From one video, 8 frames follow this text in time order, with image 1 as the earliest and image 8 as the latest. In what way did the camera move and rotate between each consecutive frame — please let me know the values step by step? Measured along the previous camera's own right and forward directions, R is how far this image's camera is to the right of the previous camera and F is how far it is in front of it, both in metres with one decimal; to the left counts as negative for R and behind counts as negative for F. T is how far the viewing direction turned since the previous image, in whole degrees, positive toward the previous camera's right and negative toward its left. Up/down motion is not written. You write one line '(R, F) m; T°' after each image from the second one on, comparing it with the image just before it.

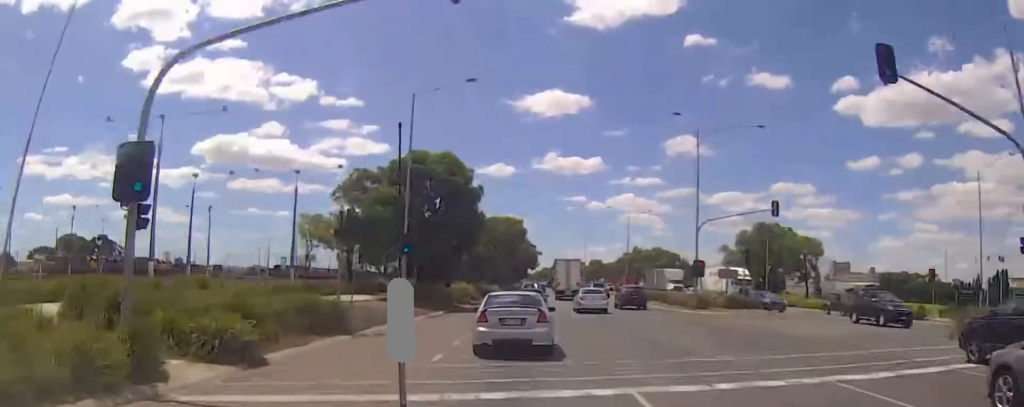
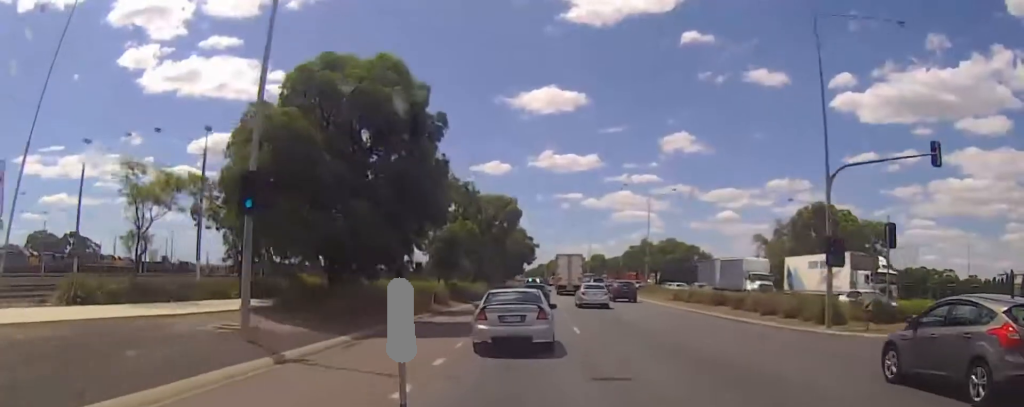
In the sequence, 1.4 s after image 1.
(+1.5, +21.3) m; +4°
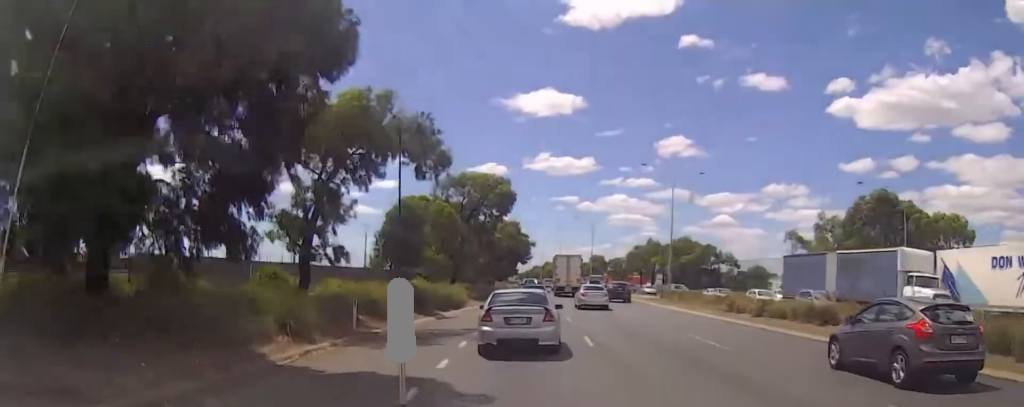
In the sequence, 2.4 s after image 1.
(-0.3, +15.5) m; -3°
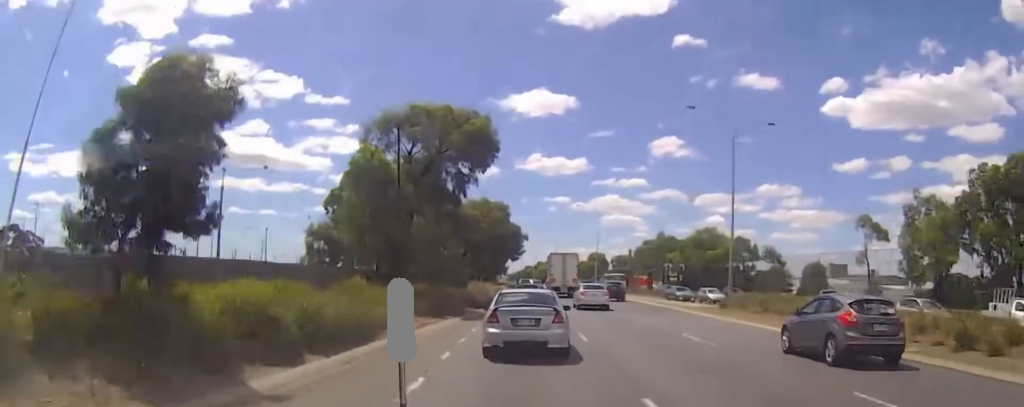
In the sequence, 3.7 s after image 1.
(-0.7, +21.6) m; +1°
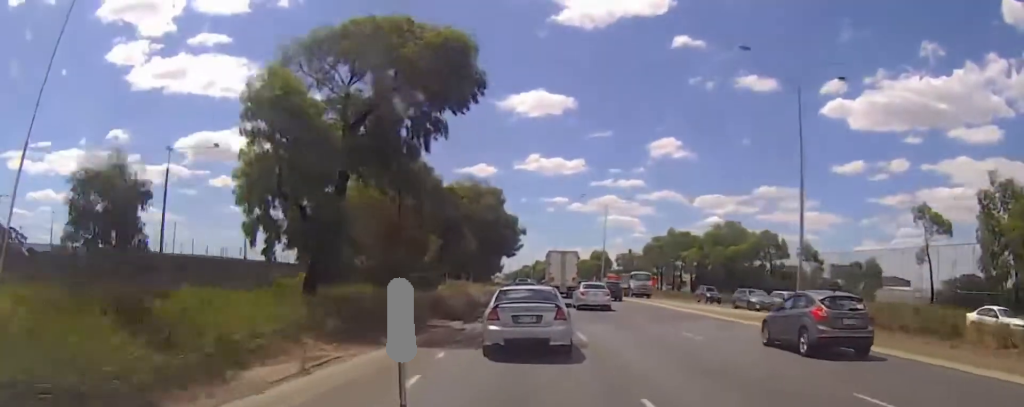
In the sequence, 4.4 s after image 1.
(+0.8, +11.8) m; 0°
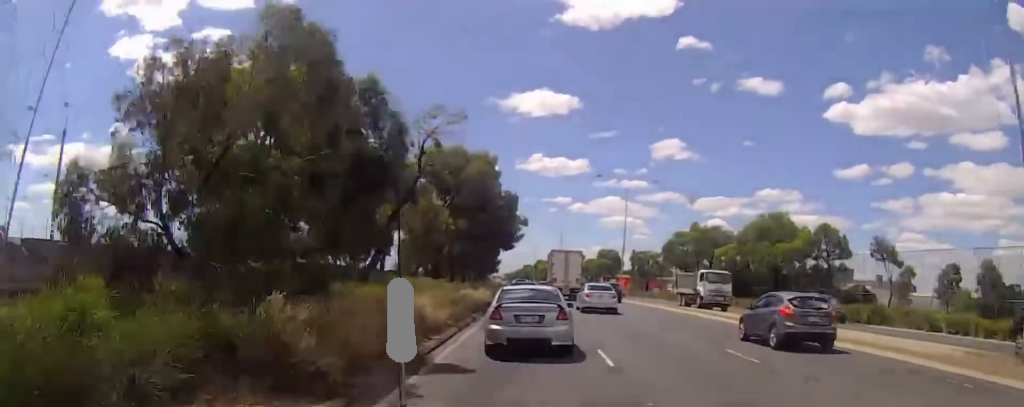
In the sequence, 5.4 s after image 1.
(-0.6, +17.0) m; 0°
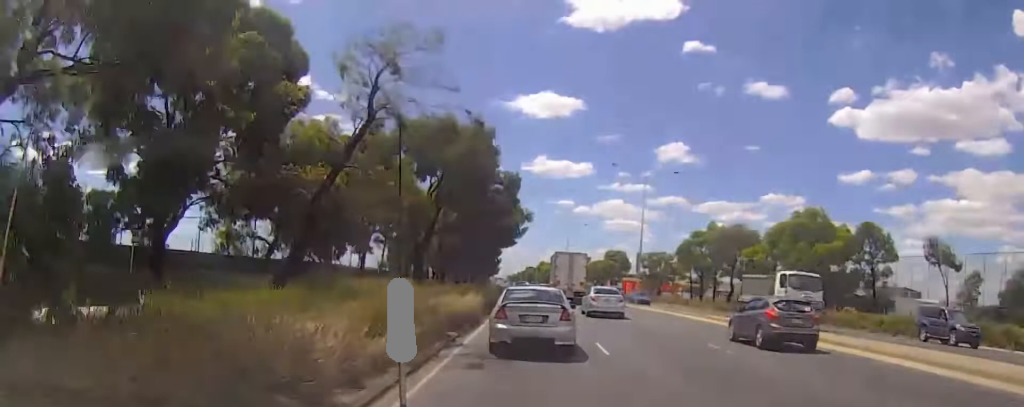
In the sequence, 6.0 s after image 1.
(+0.1, +9.1) m; 0°
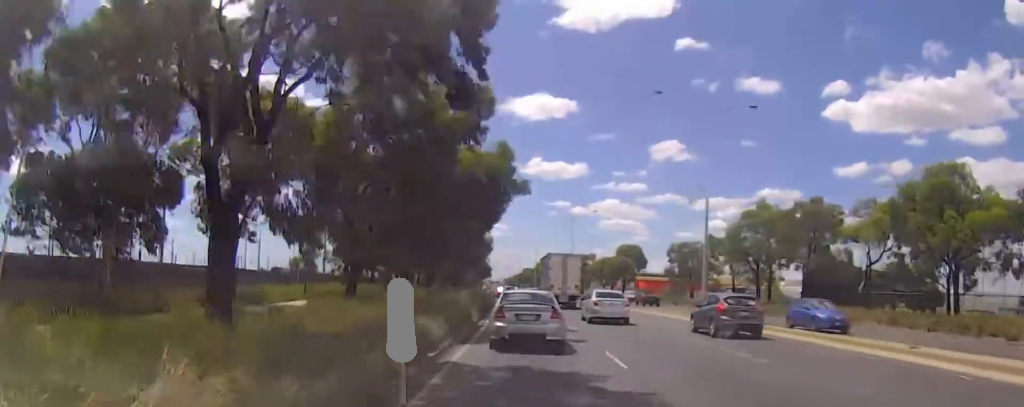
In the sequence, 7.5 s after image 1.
(-0.1, +25.6) m; 0°
